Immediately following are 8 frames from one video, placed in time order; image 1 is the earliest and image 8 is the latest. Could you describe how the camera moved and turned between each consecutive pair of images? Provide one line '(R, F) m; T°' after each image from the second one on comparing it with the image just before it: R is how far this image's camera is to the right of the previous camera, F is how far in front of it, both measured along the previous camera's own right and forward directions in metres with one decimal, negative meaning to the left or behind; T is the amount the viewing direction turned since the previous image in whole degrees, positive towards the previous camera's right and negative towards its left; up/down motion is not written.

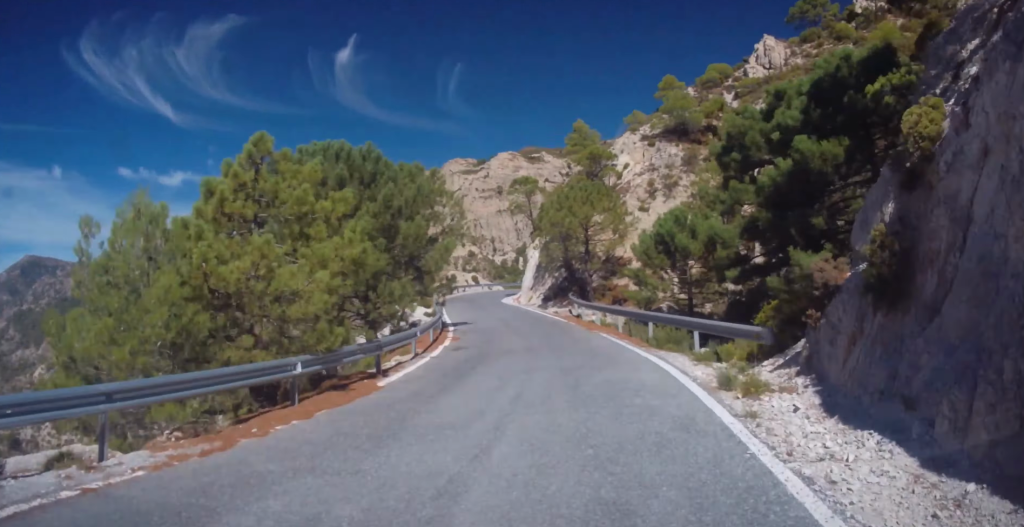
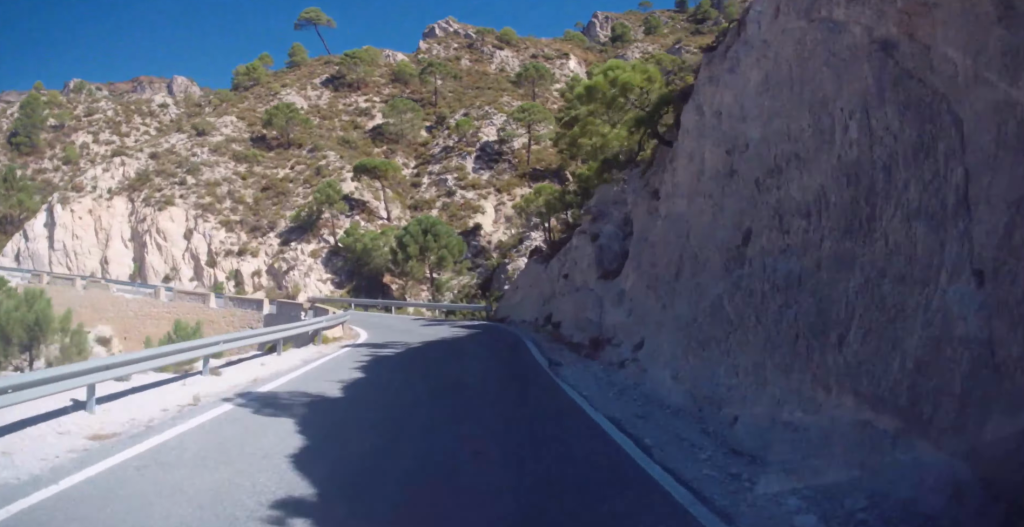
(+43.2, +76.3) m; +17°
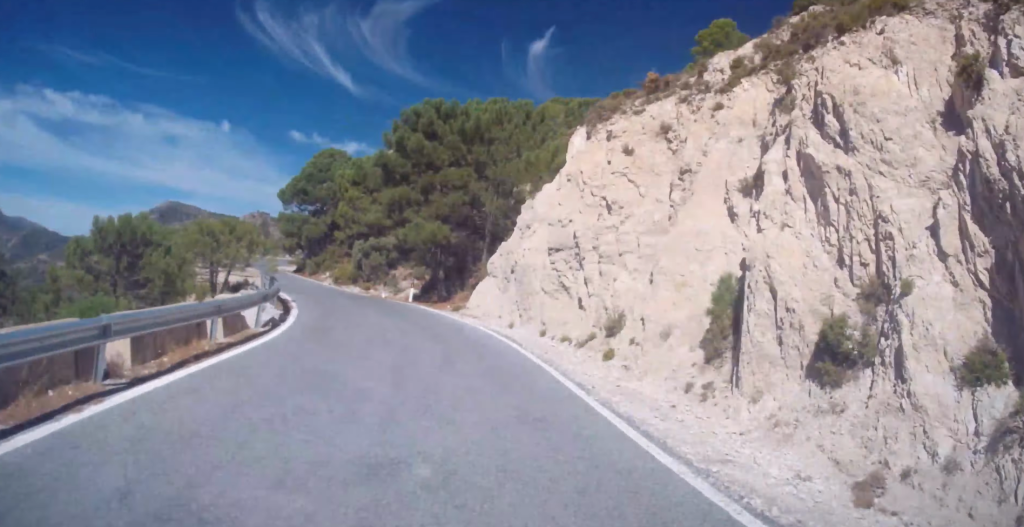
(-9.2, +35.3) m; -12°
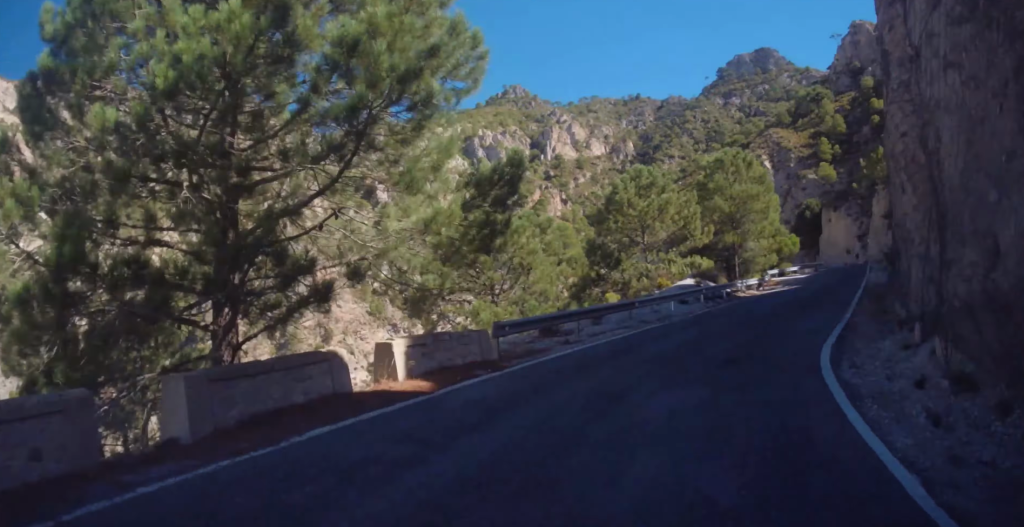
(+18.9, +61.8) m; +75°
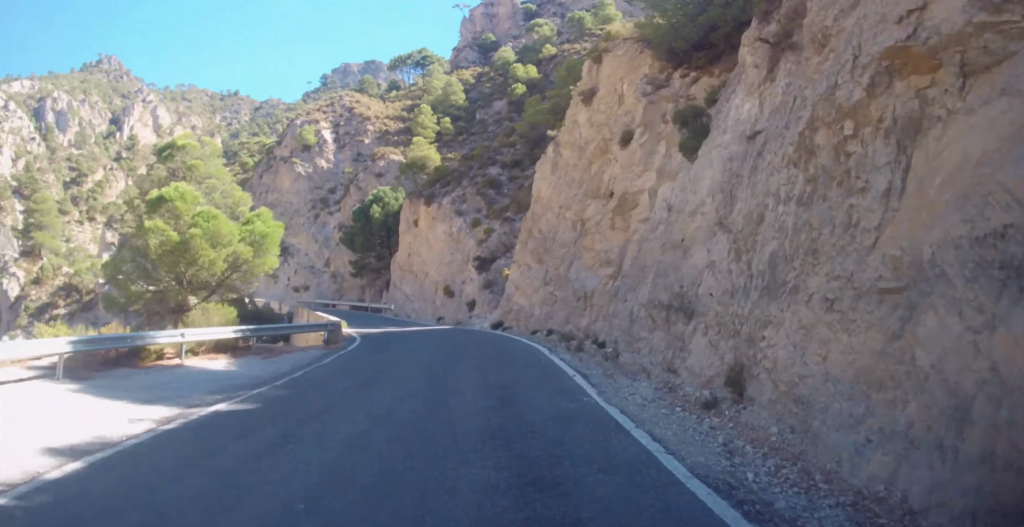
(+20.2, +43.3) m; +16°
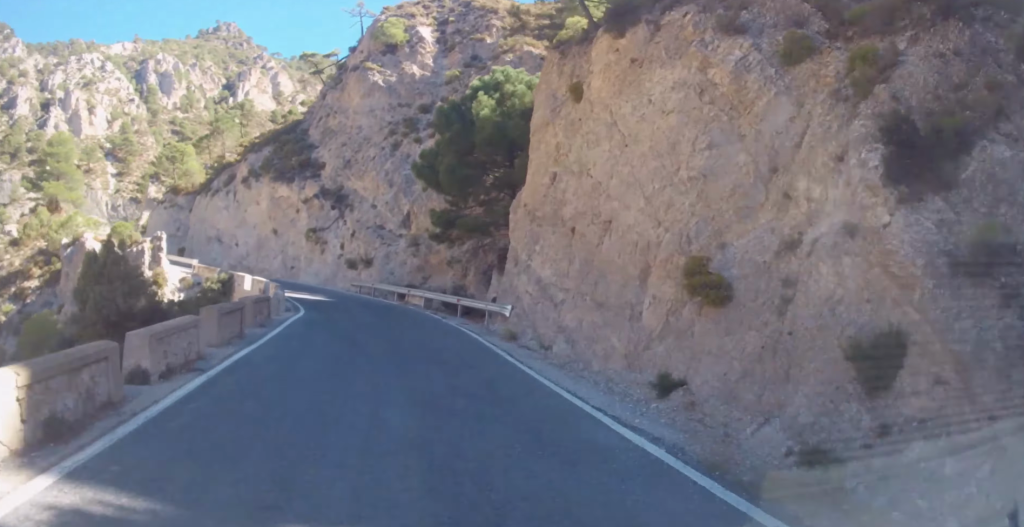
(-3.5, +34.7) m; -15°
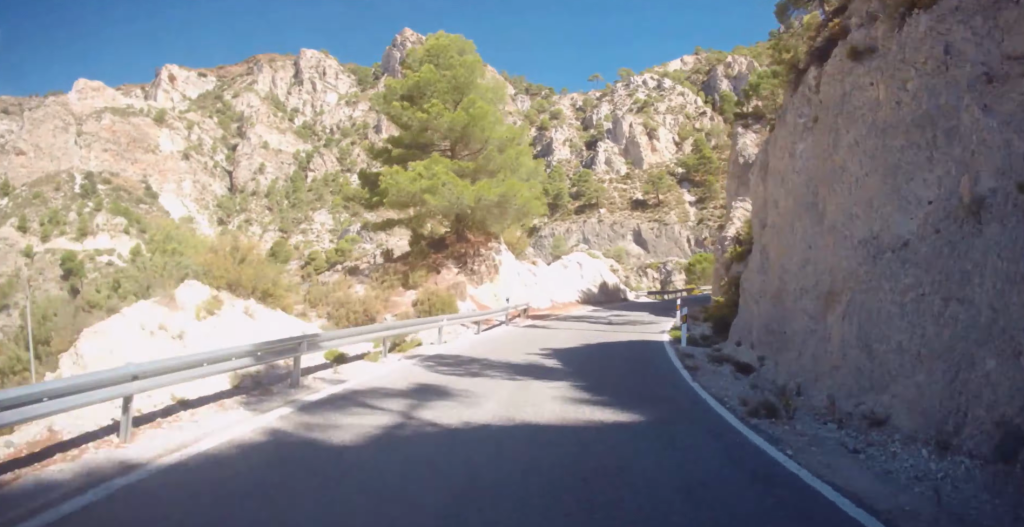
(-16.4, +66.9) m; -7°
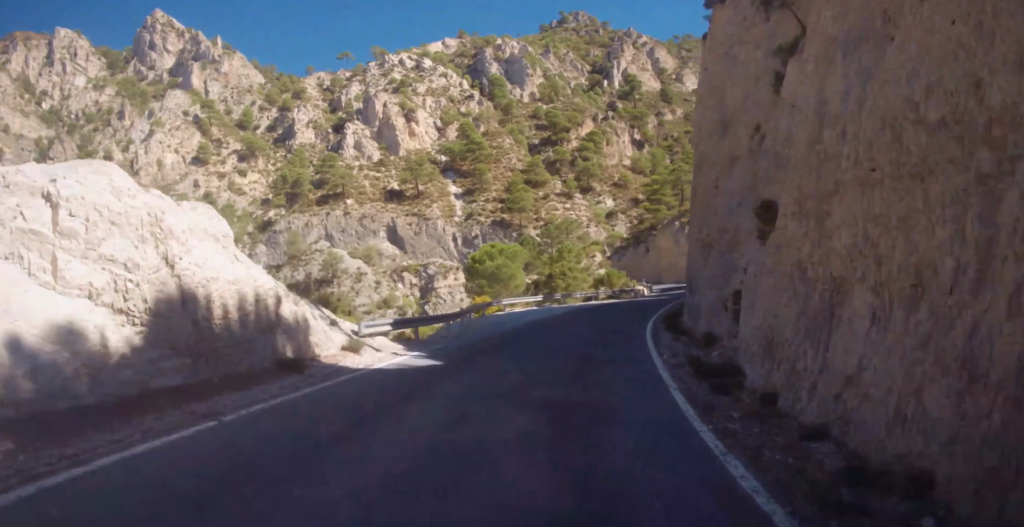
(+3.3, +29.3) m; -5°
